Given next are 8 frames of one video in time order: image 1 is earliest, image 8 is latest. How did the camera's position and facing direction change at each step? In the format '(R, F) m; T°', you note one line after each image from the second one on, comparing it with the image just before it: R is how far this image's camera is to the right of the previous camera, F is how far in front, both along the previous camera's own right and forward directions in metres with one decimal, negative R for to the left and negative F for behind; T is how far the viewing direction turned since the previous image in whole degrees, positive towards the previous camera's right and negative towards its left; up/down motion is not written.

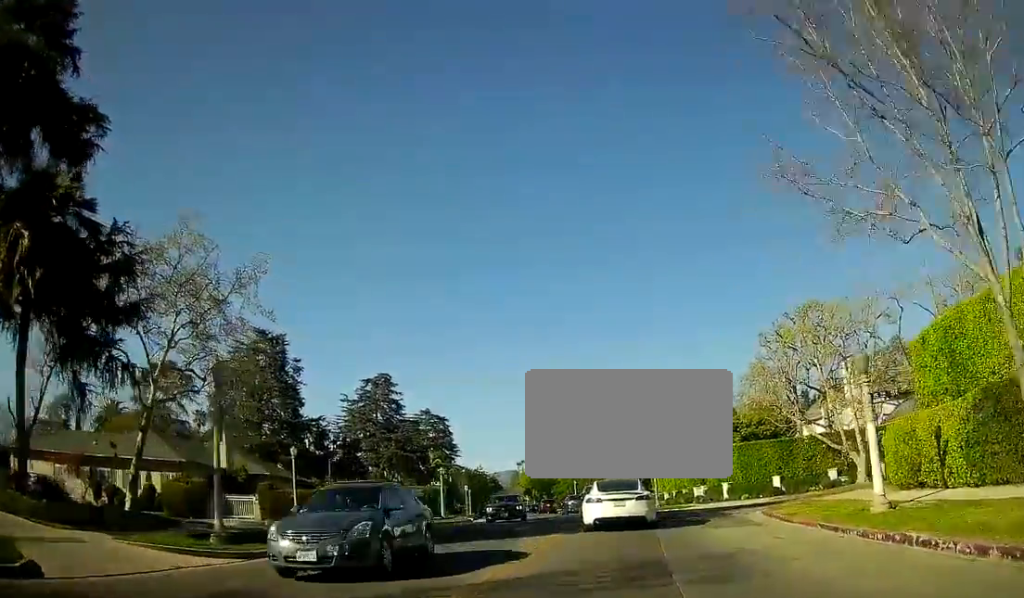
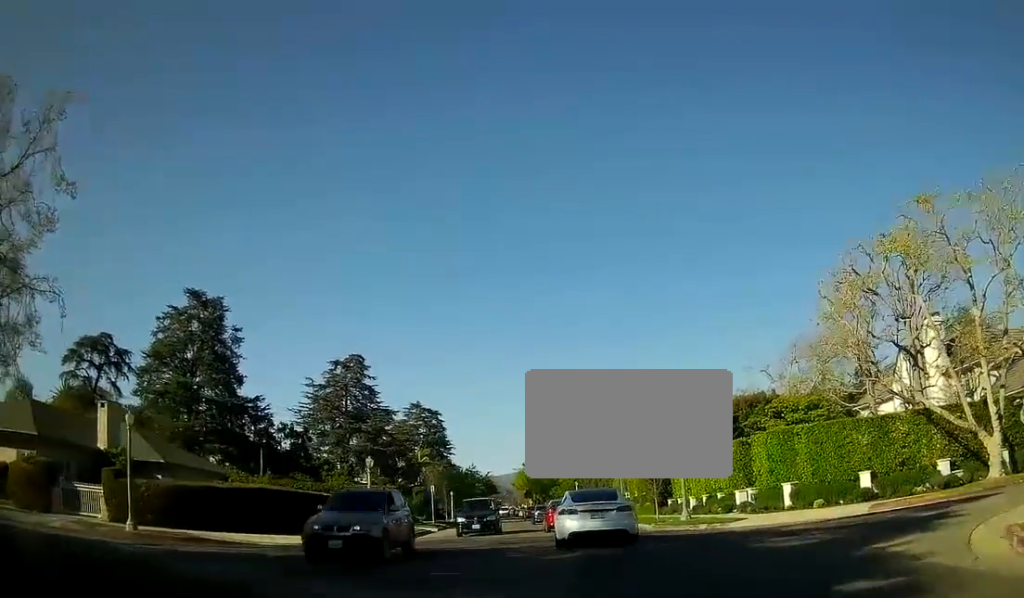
(-0.6, +17.4) m; -6°
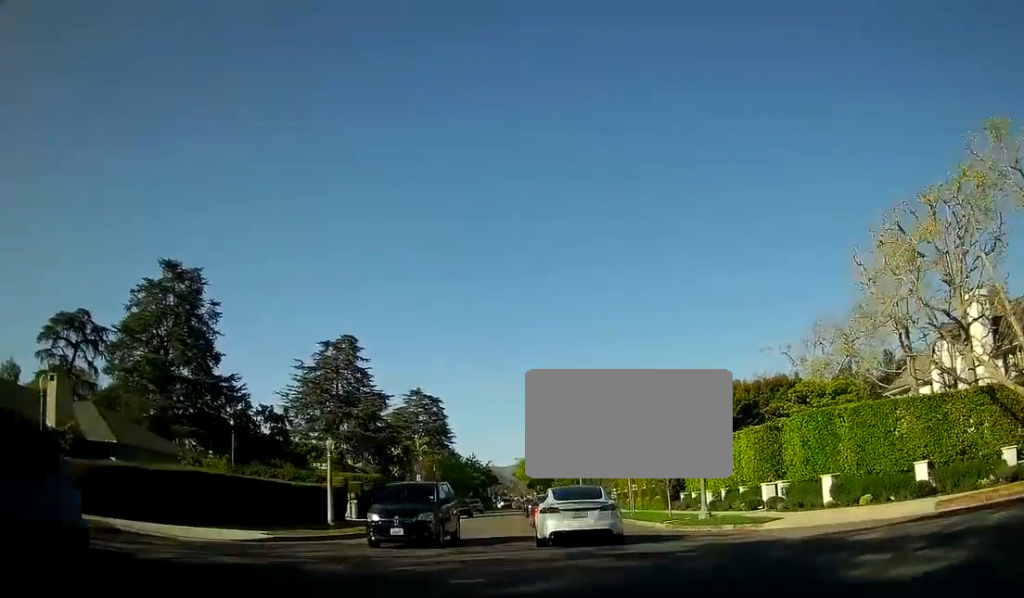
(-0.5, +5.9) m; 0°
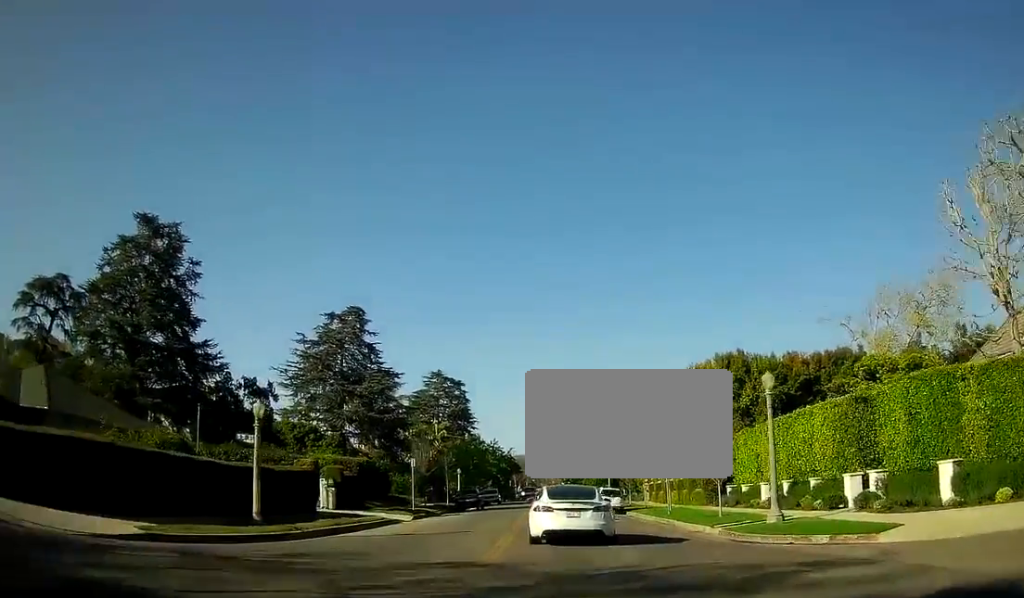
(+0.6, +9.7) m; 0°
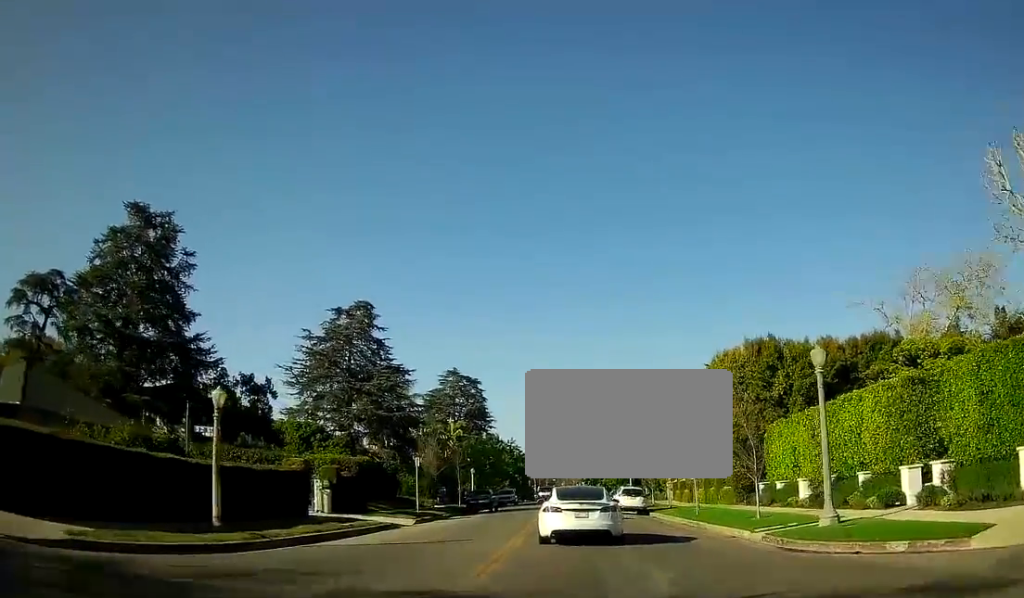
(-0.3, +3.8) m; -2°
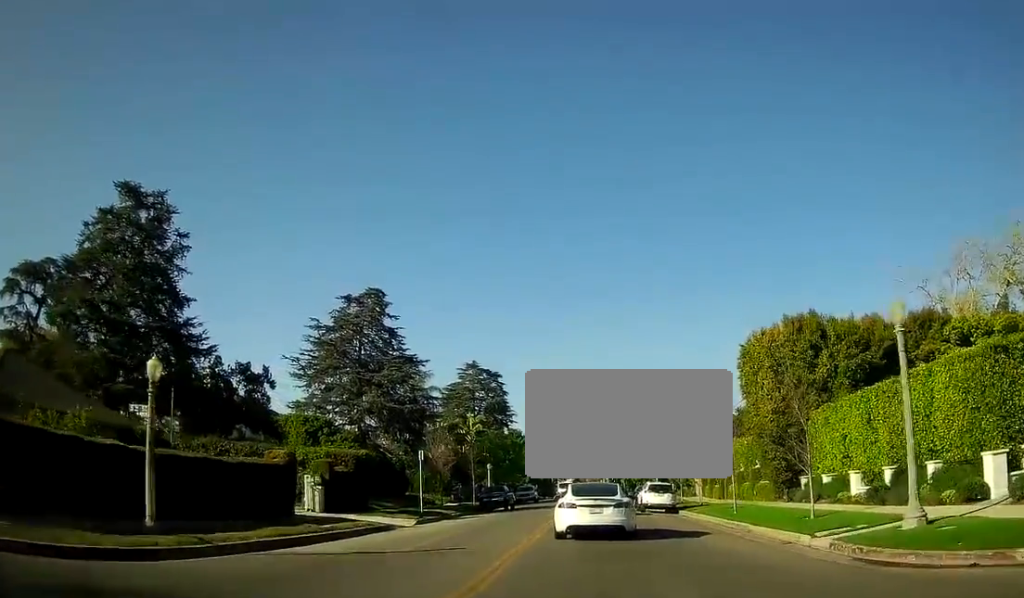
(-0.2, +4.3) m; -2°
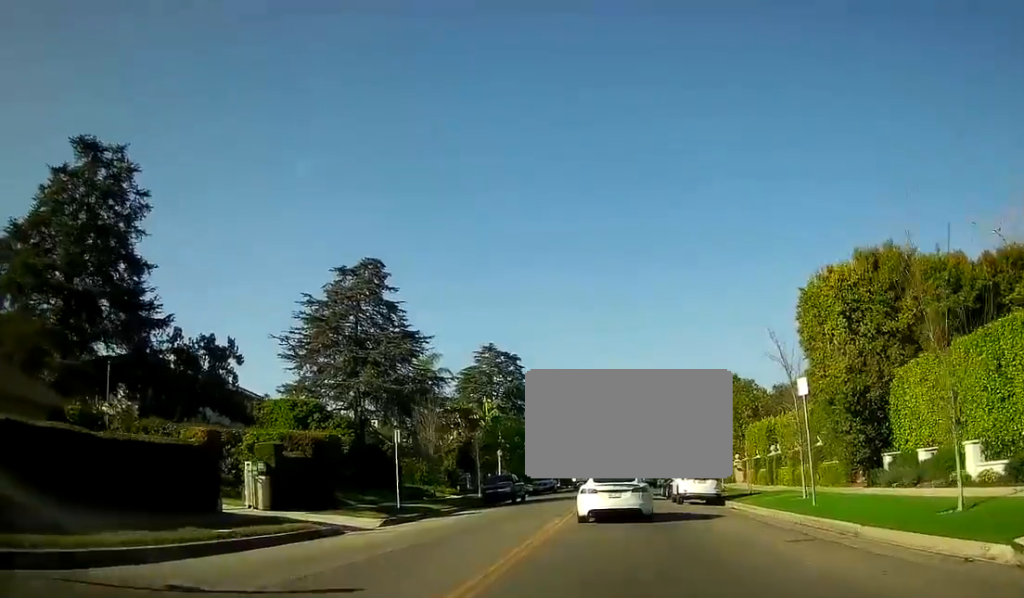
(0.0, +8.6) m; 0°
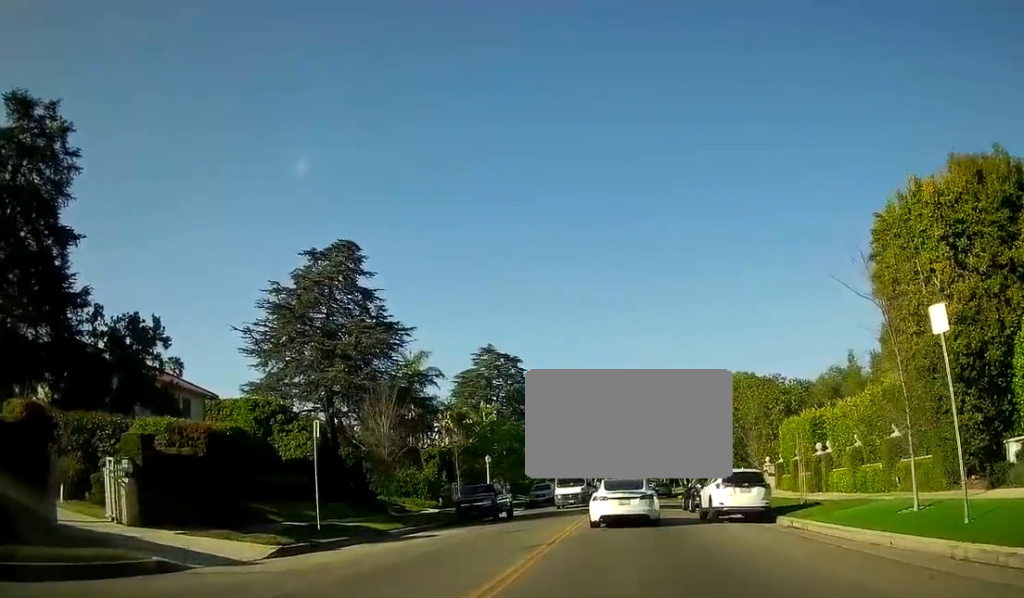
(+0.1, +9.7) m; +2°
